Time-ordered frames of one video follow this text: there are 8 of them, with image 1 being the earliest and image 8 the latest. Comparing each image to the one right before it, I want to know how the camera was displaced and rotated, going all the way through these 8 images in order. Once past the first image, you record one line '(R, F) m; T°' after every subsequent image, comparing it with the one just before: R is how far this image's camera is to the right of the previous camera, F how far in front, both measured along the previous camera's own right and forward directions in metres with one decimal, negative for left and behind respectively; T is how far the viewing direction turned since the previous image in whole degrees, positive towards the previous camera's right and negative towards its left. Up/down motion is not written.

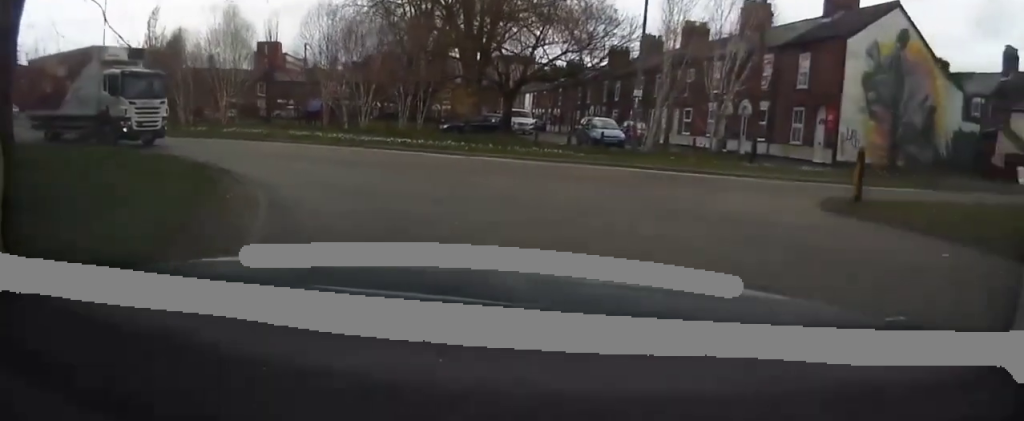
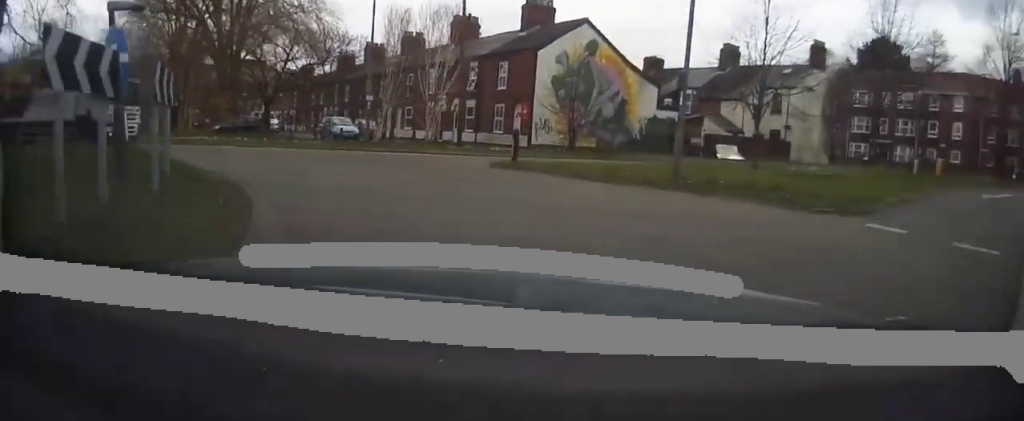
(+1.8, +7.3) m; +17°
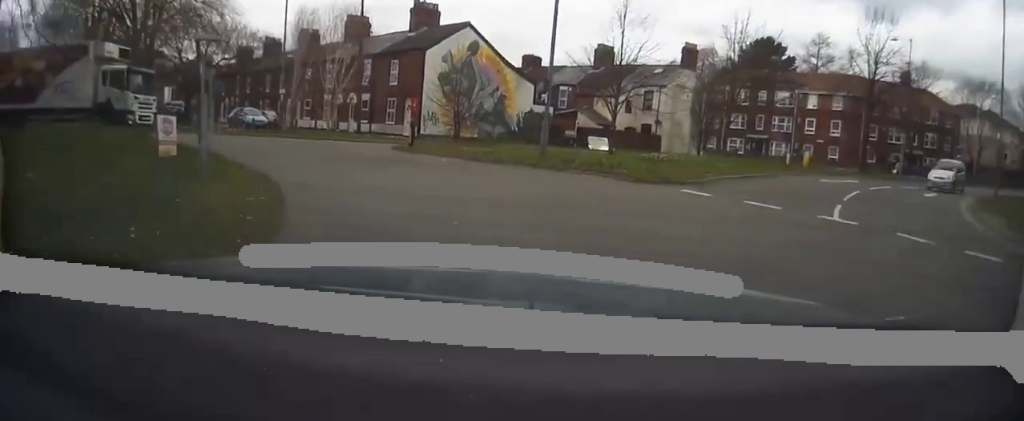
(+0.2, +4.2) m; +6°
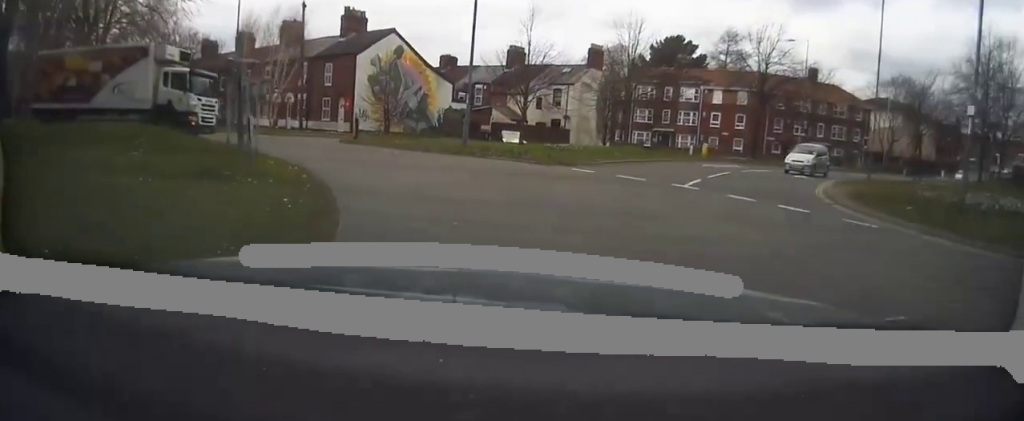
(+0.2, +4.9) m; +9°
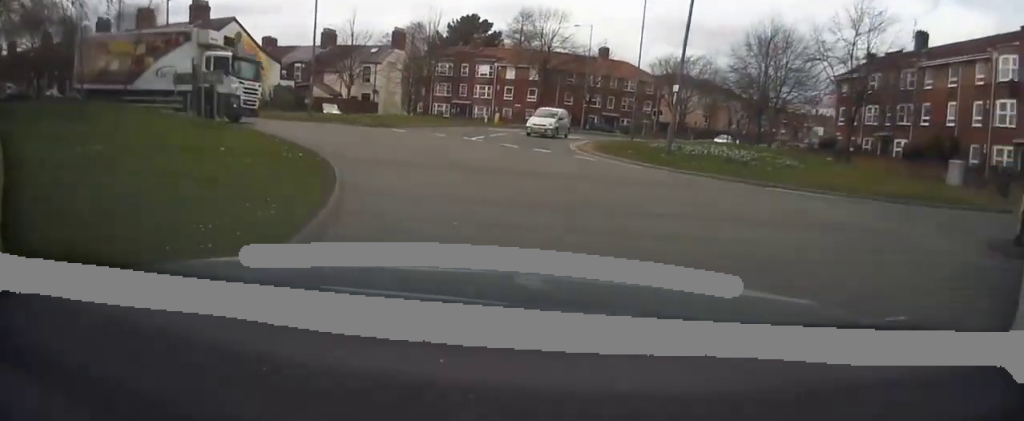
(+1.7, +7.7) m; +22°
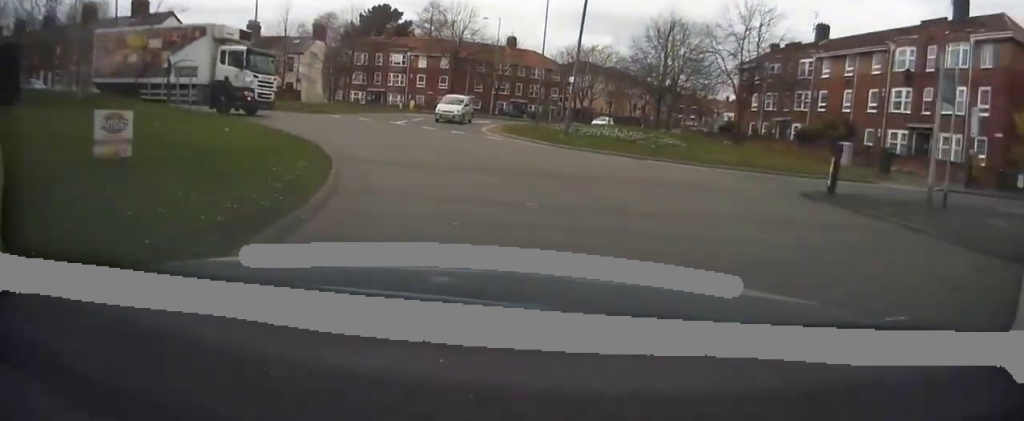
(+0.2, +3.7) m; +9°
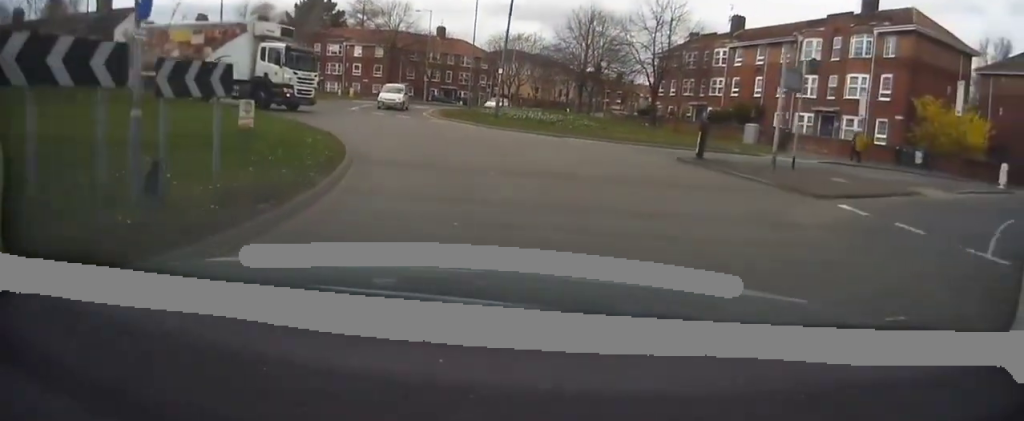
(+0.5, +4.7) m; +5°
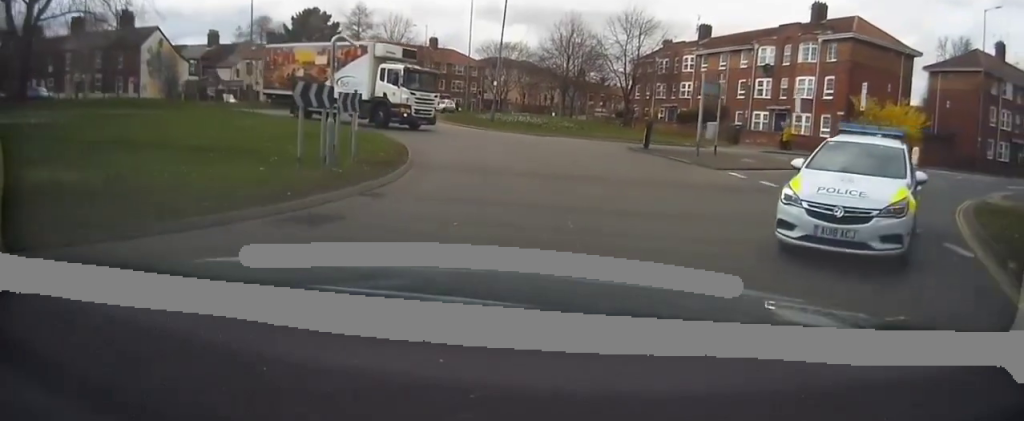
(+0.2, +6.6) m; -1°
